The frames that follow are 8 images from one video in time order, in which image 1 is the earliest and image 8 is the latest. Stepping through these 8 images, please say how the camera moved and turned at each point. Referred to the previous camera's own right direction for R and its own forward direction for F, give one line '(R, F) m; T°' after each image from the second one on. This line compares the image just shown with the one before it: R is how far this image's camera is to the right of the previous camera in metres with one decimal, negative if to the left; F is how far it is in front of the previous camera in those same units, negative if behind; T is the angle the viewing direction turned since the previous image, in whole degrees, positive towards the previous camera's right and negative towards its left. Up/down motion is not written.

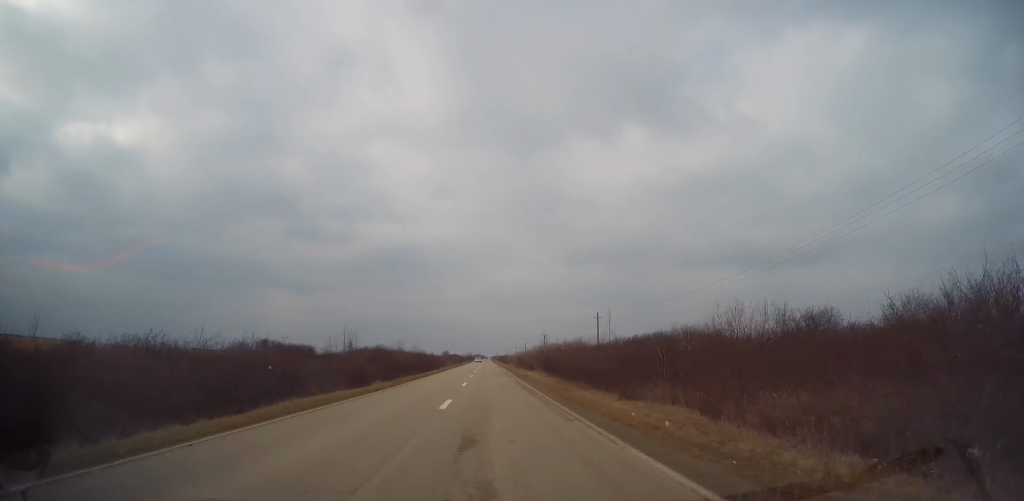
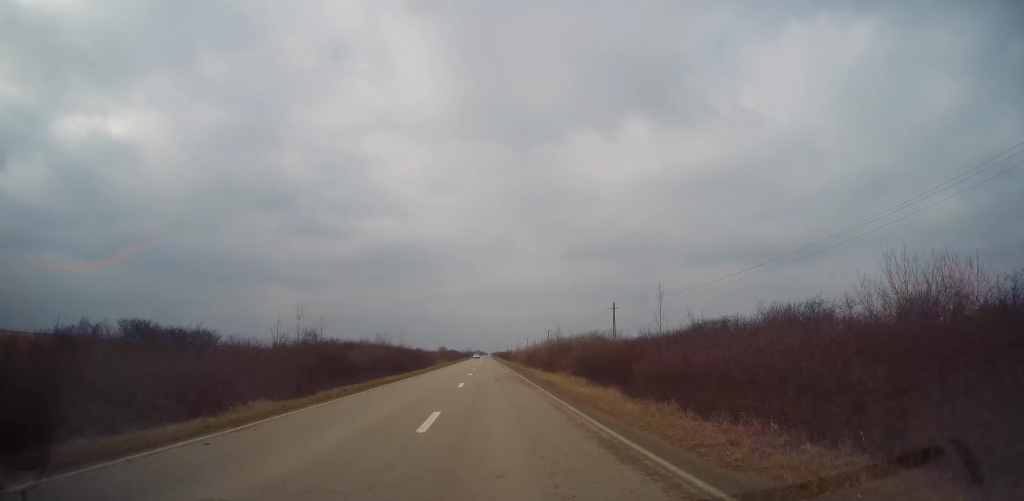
(0.0, +15.9) m; 0°
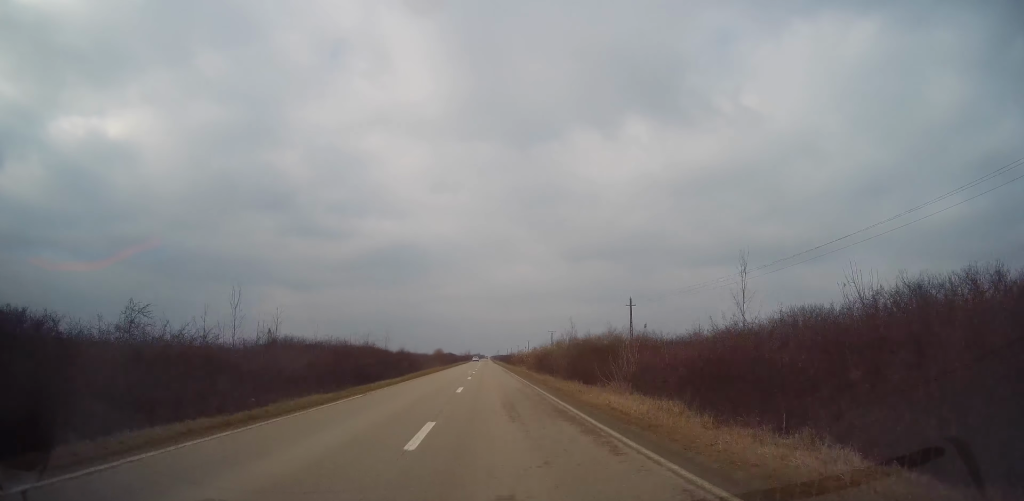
(0.0, +12.9) m; 0°
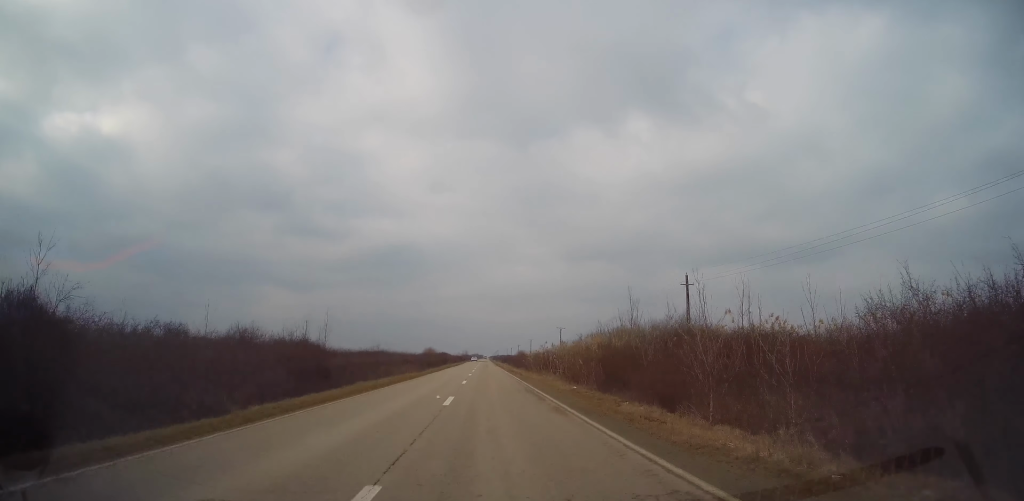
(+0.1, +28.3) m; 0°
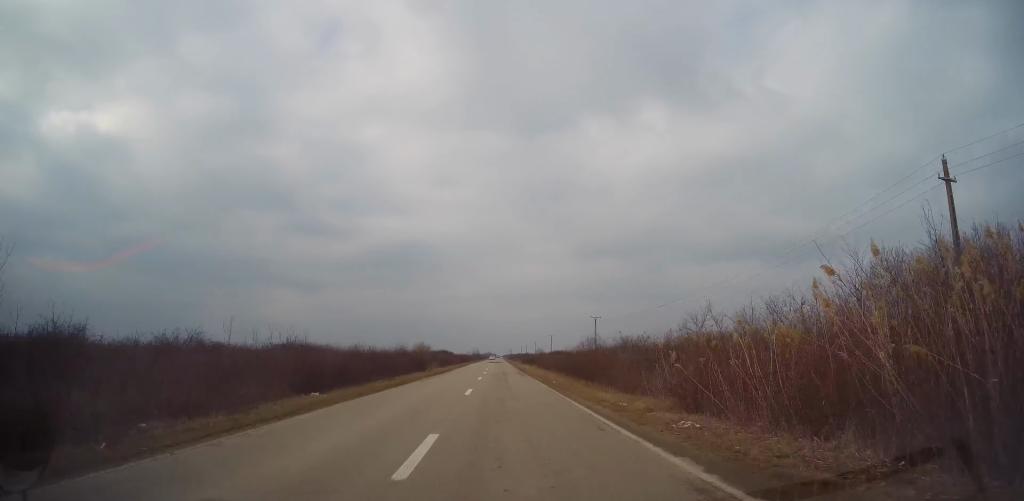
(0.0, +43.8) m; -1°
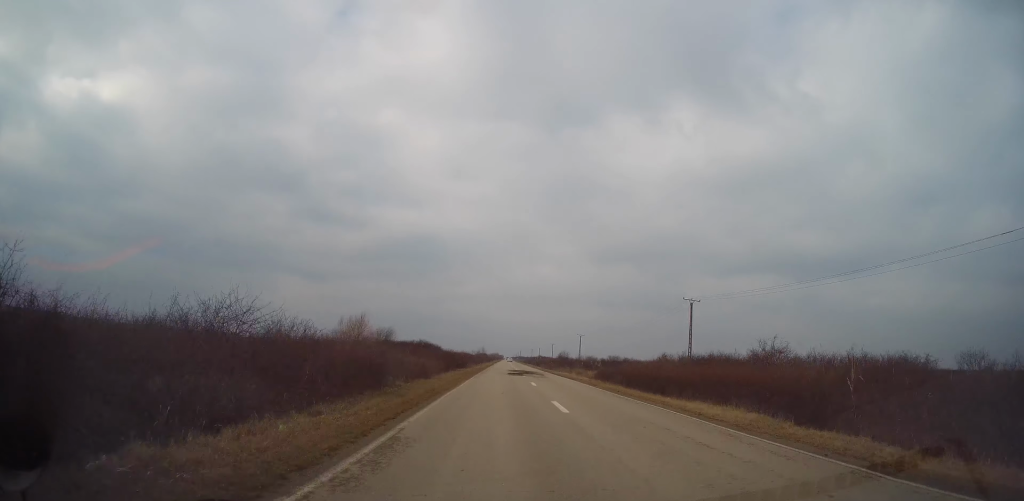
(-1.1, +64.0) m; -1°
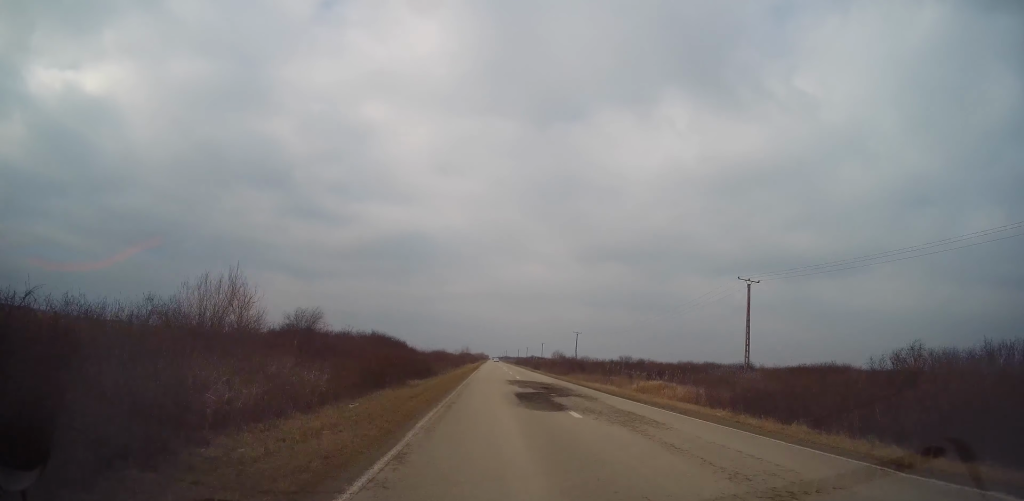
(+0.1, +24.6) m; +1°
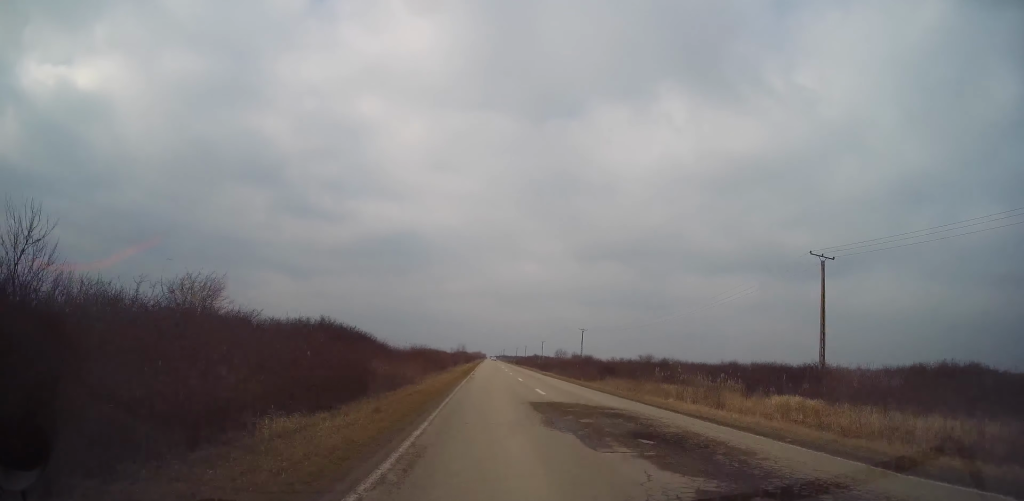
(0.0, +16.4) m; 0°
